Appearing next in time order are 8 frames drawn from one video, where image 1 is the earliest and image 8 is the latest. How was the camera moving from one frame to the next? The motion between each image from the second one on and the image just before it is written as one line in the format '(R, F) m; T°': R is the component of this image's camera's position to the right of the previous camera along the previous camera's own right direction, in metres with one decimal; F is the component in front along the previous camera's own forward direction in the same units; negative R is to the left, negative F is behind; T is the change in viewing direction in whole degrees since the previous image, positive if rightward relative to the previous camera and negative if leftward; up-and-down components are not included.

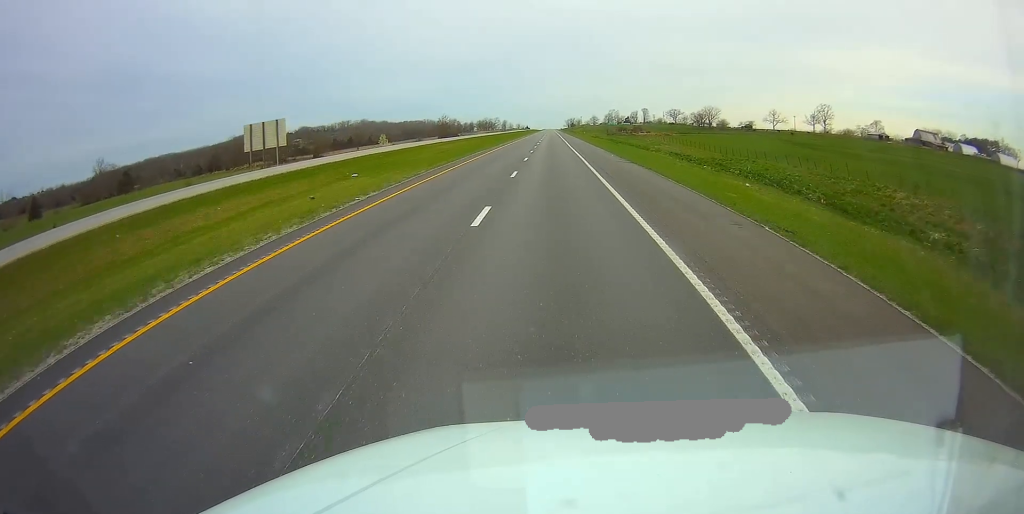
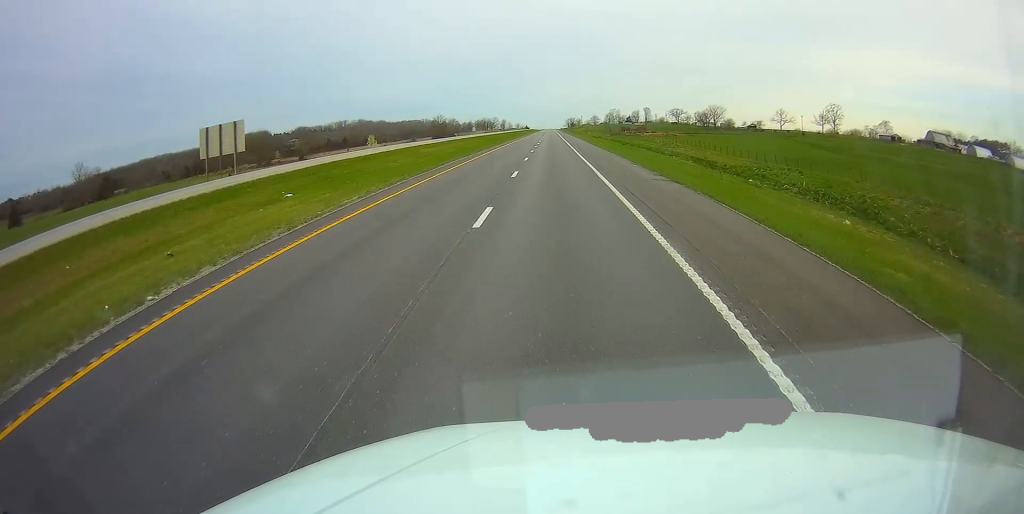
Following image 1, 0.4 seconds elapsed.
(0.0, +12.3) m; 0°
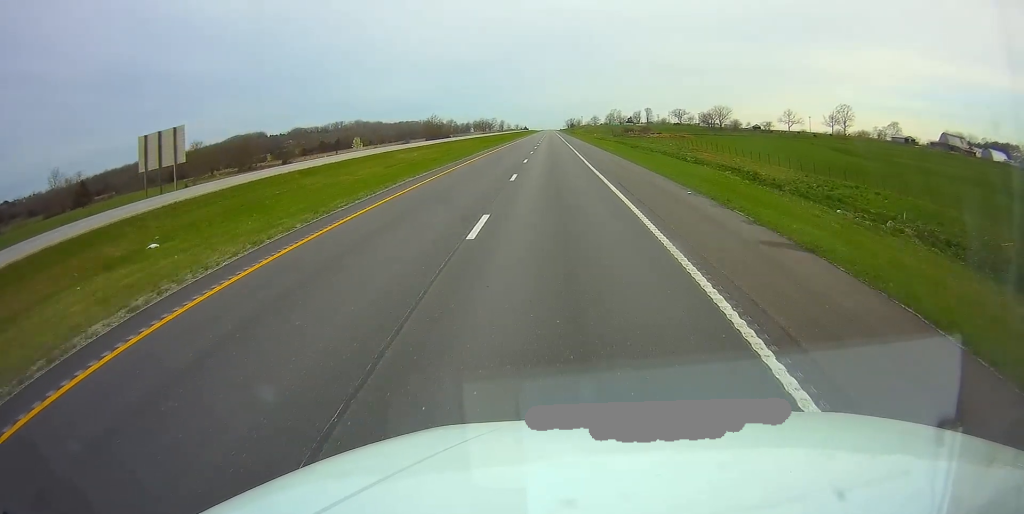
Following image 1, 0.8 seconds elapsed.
(-0.1, +13.3) m; 0°
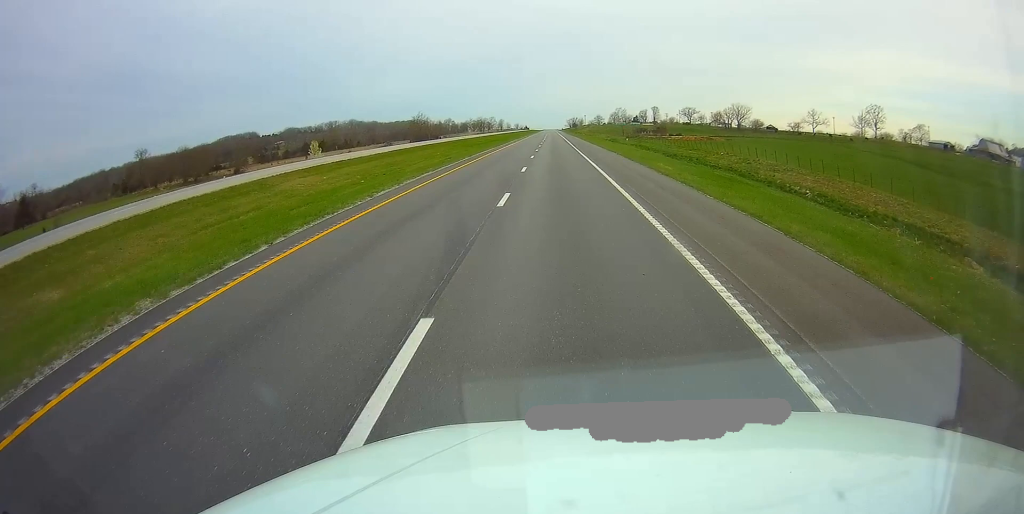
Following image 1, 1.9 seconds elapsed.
(0.0, +31.6) m; 0°
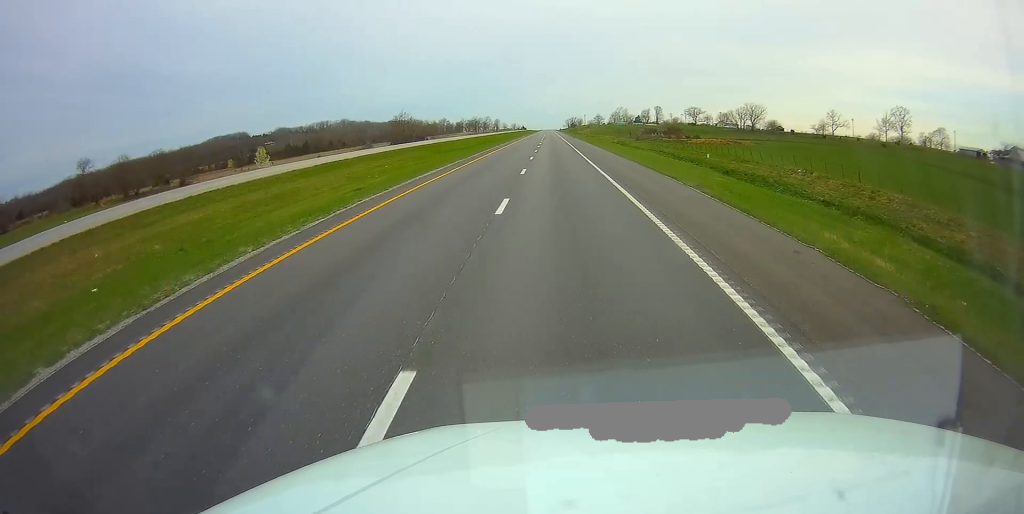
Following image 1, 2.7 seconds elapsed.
(+0.1, +25.4) m; 0°
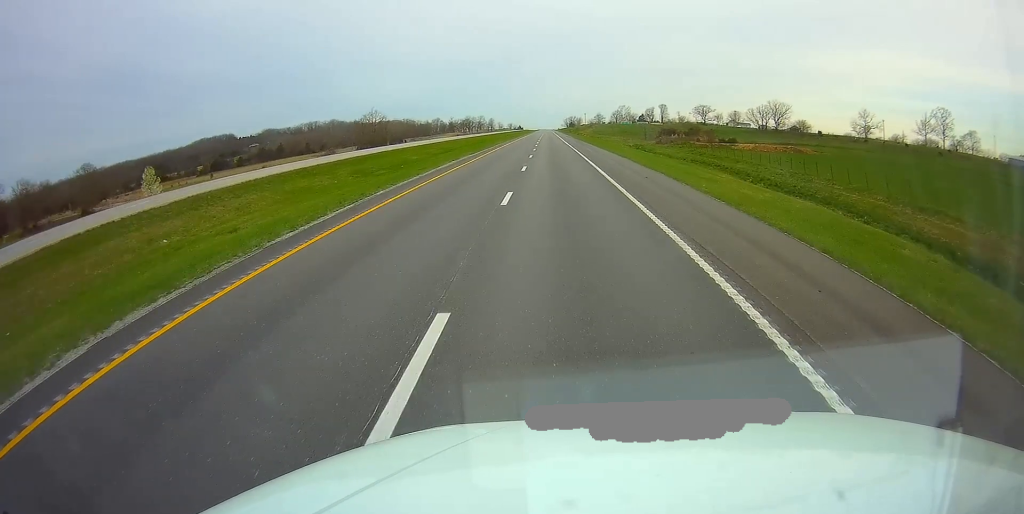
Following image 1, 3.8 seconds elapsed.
(0.0, +34.4) m; 0°
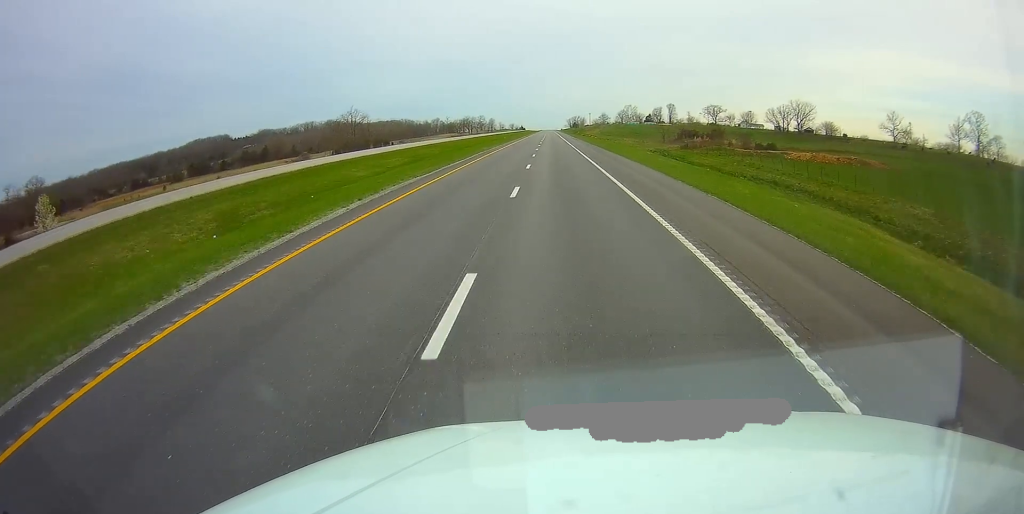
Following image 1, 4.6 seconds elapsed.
(0.0, +22.3) m; 0°
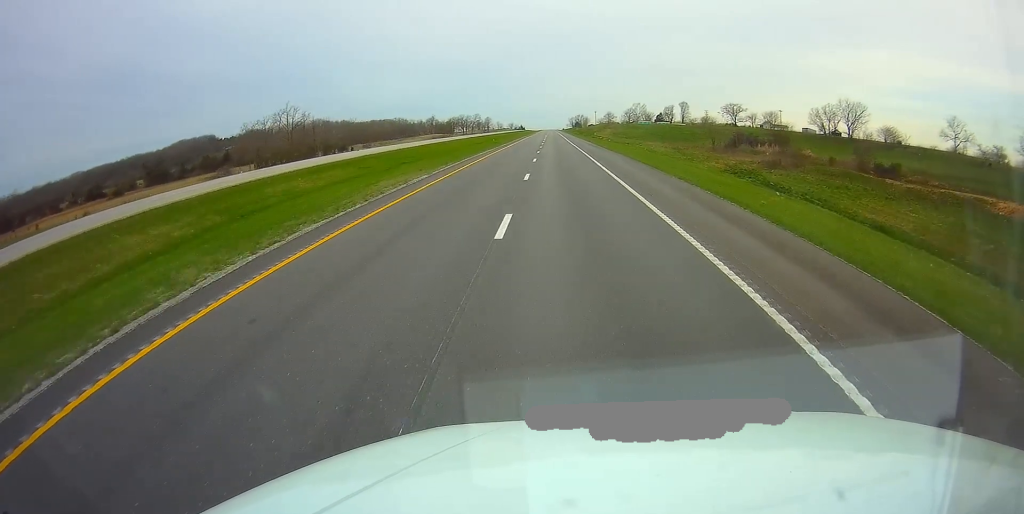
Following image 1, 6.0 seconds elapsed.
(-0.2, +42.4) m; 0°
